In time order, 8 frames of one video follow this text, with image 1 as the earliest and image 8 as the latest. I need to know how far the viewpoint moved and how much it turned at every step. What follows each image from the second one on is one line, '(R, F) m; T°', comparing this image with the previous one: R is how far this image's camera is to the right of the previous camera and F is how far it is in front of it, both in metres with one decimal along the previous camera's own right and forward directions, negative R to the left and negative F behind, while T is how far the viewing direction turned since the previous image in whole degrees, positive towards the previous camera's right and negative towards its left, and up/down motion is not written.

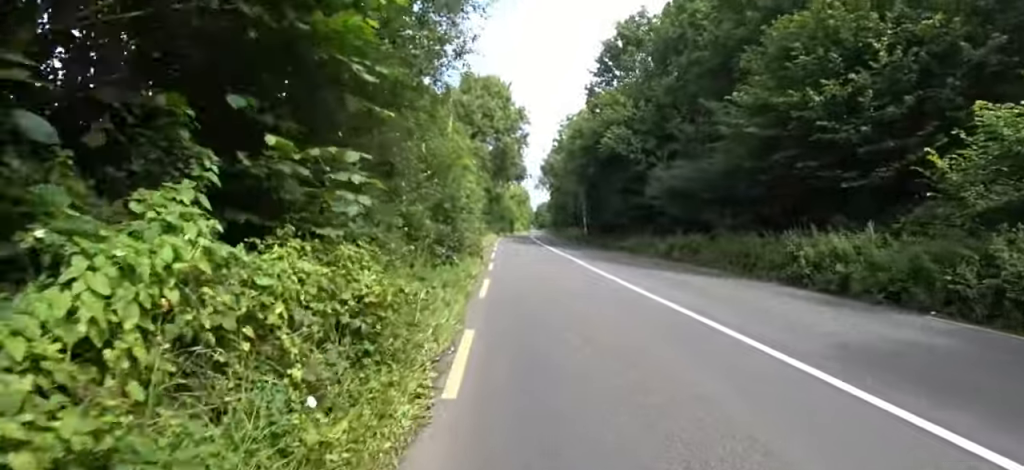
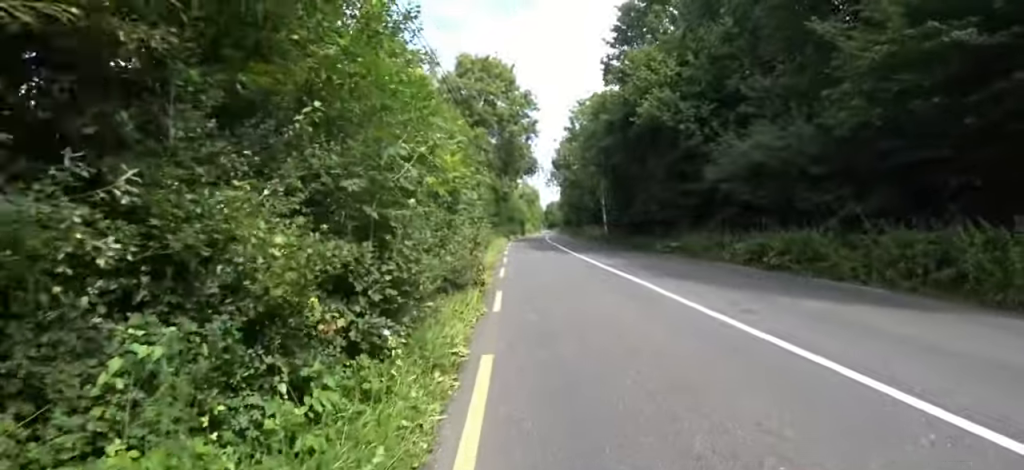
(+0.1, +5.5) m; +2°
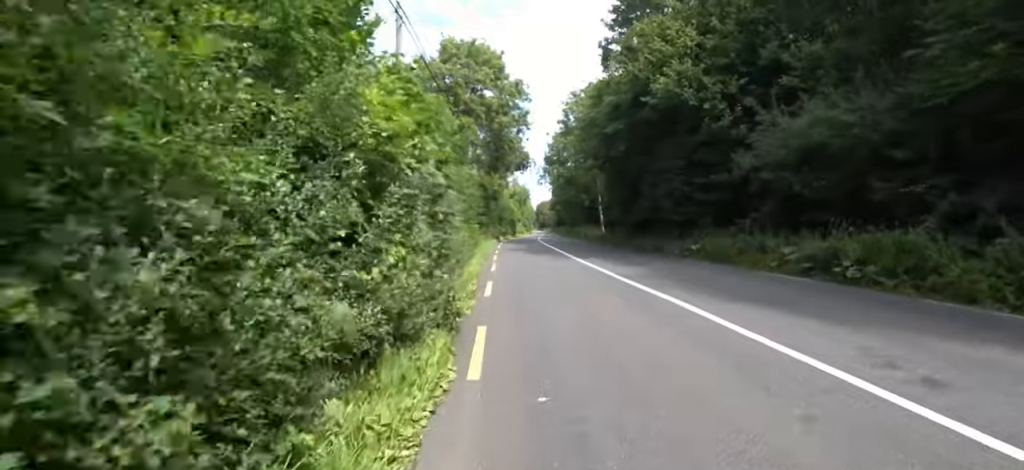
(-0.2, +2.9) m; +4°
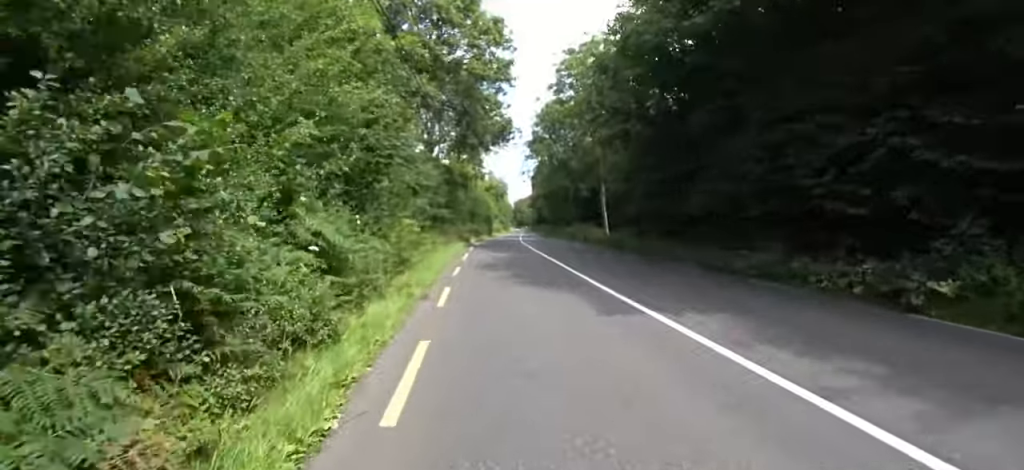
(+1.0, +8.9) m; -2°
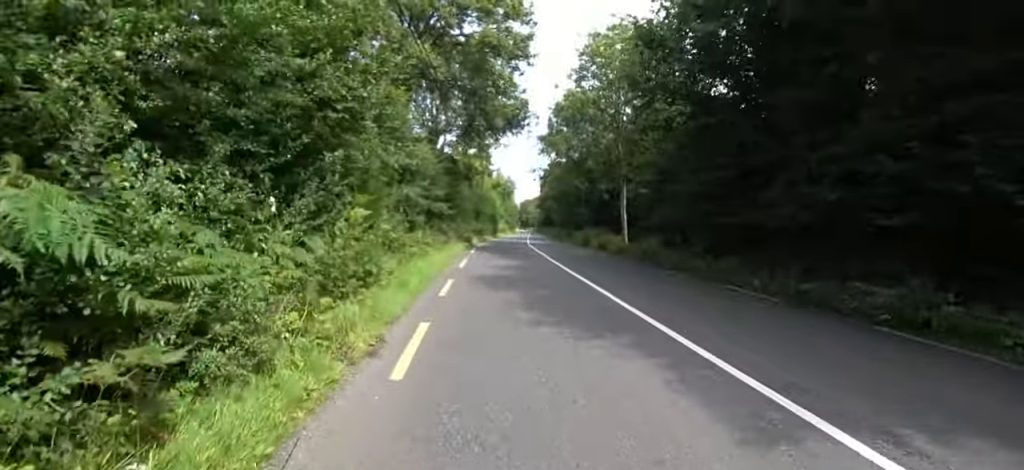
(-0.7, +3.0) m; -5°
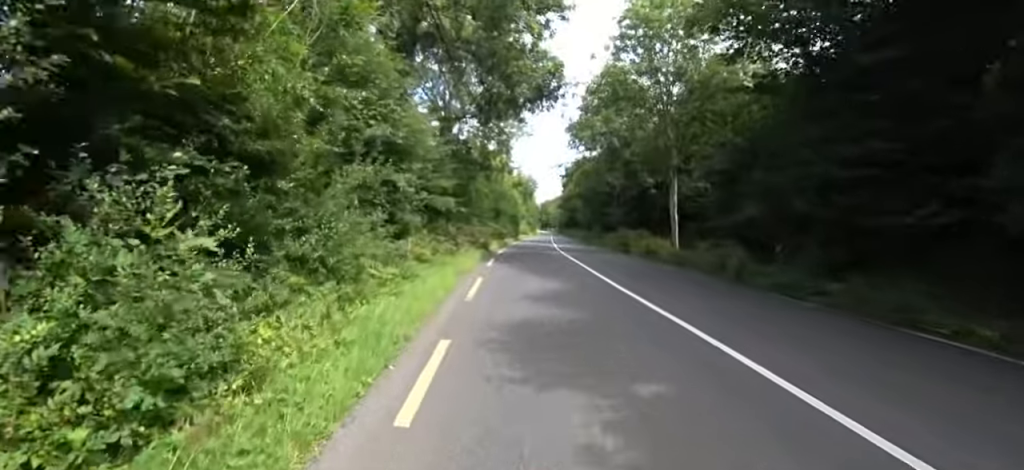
(-0.2, +4.5) m; -2°
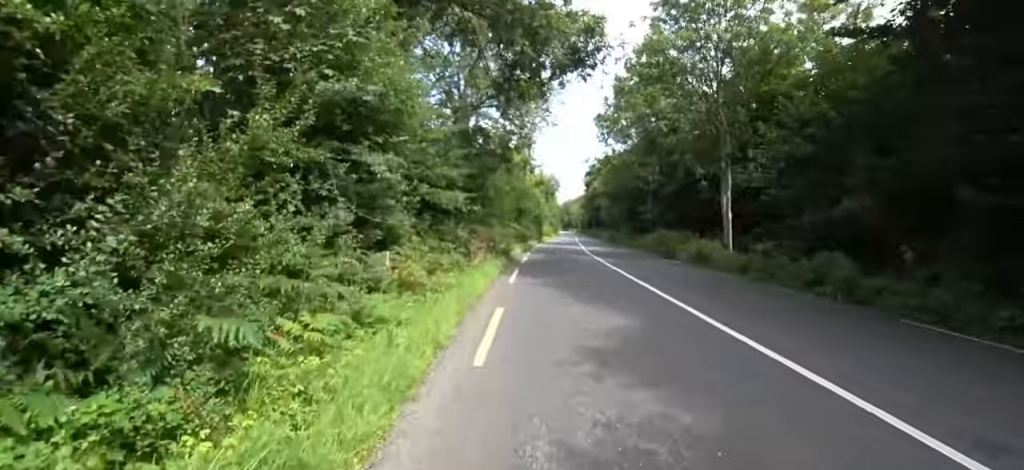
(+0.2, +3.2) m; +2°
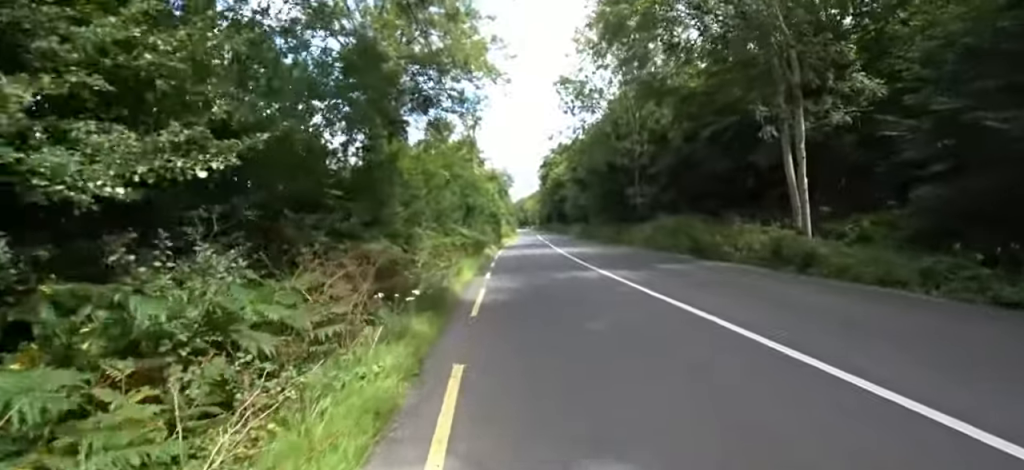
(+0.4, +8.0) m; +11°
